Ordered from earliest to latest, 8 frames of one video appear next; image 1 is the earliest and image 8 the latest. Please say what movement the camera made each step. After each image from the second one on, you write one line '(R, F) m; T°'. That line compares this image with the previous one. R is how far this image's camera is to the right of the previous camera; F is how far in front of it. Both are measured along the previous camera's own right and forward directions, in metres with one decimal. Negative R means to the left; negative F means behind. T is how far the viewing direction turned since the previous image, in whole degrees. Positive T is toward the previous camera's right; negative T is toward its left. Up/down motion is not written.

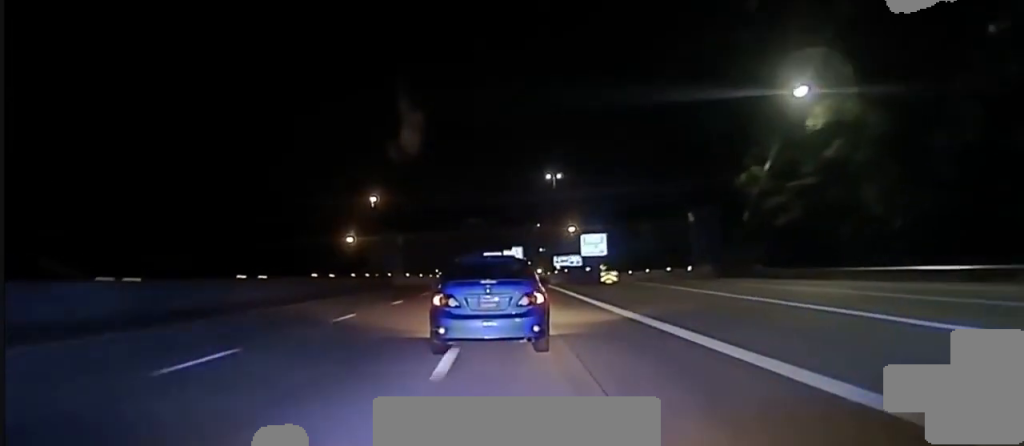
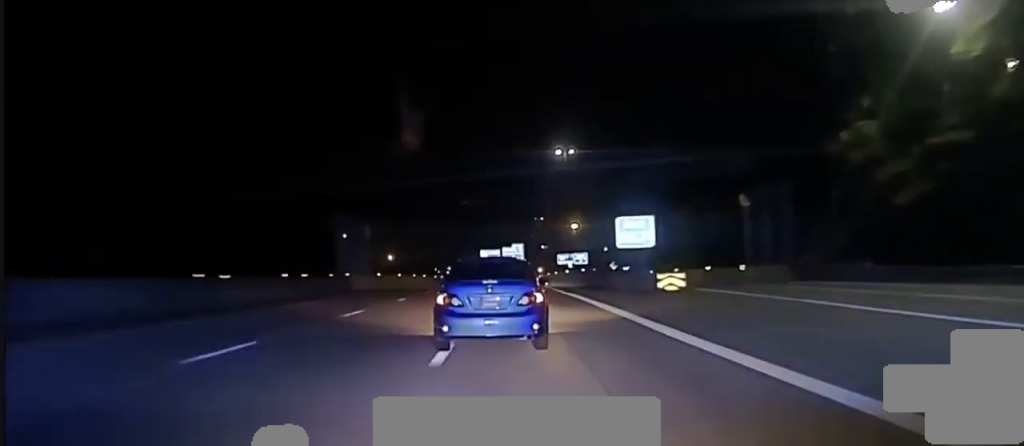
(-0.2, +22.2) m; 0°
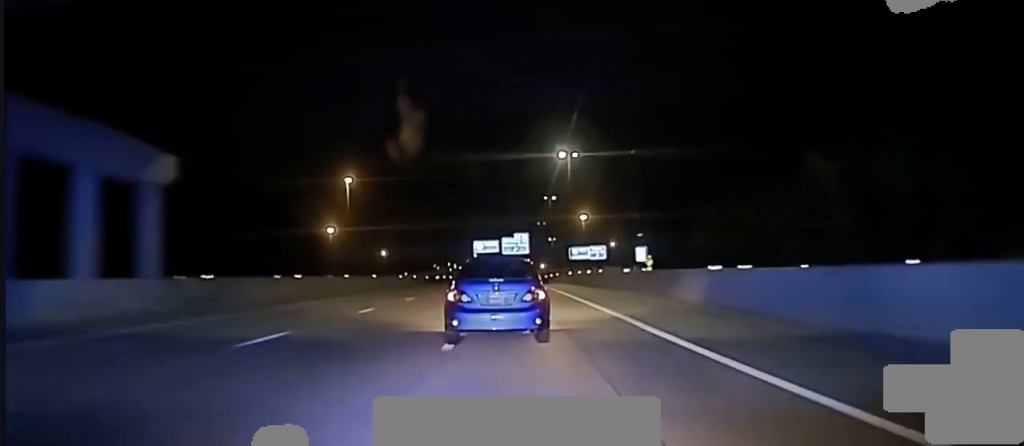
(+0.1, +46.5) m; 0°
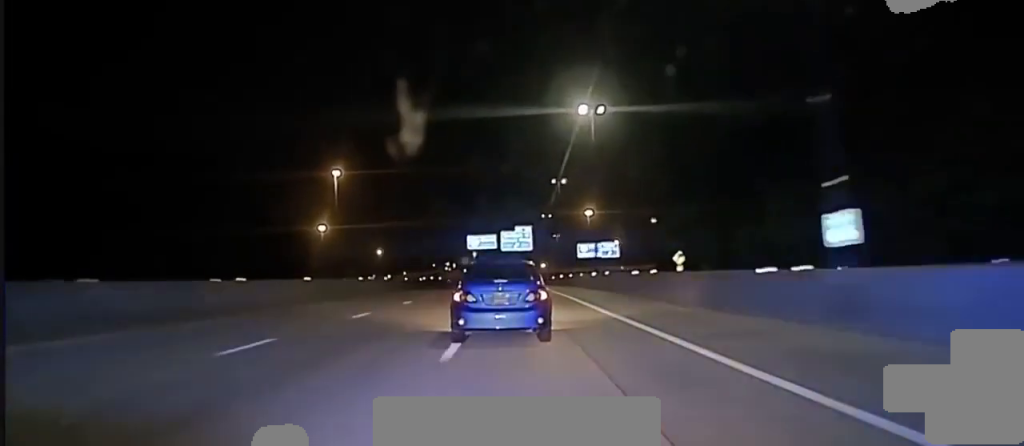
(+0.1, +26.3) m; 0°
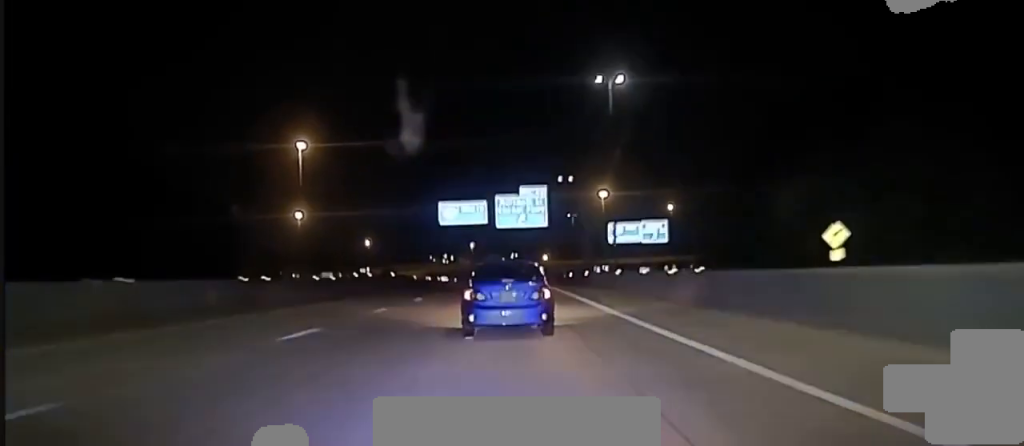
(0.0, +56.7) m; 0°
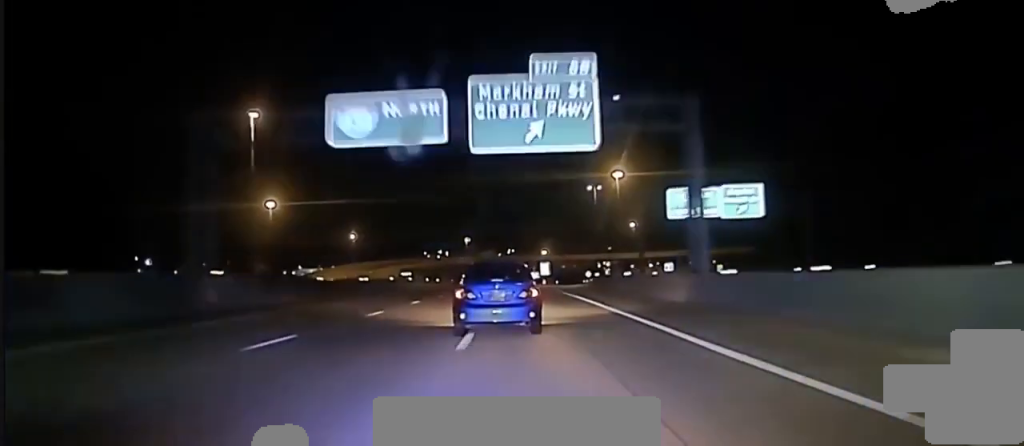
(-0.3, +50.6) m; 0°
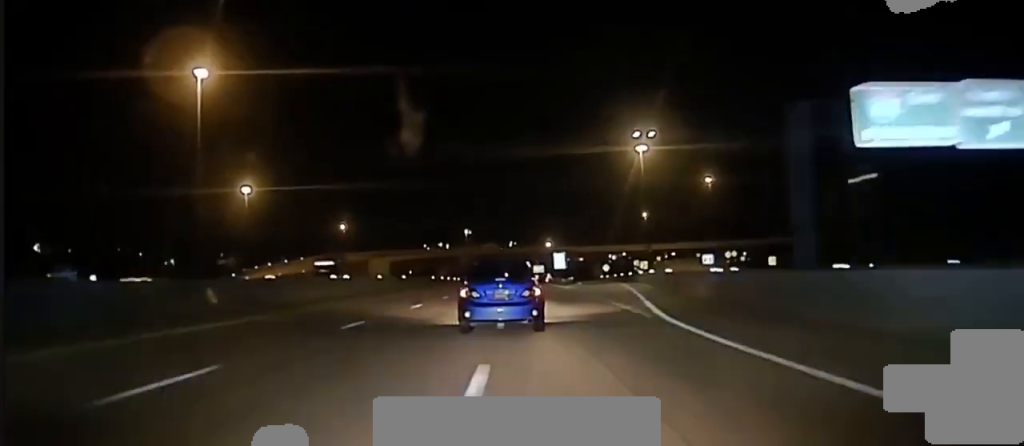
(+0.1, +43.0) m; 0°
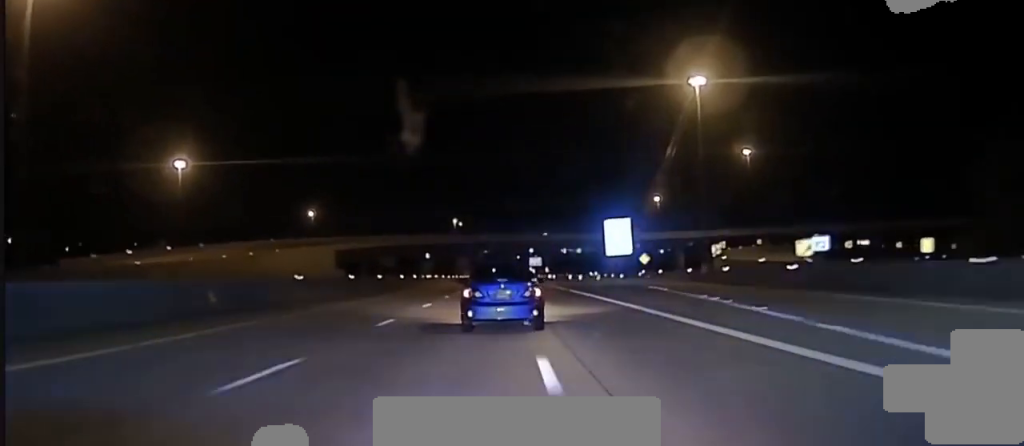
(+0.4, +71.3) m; 0°
